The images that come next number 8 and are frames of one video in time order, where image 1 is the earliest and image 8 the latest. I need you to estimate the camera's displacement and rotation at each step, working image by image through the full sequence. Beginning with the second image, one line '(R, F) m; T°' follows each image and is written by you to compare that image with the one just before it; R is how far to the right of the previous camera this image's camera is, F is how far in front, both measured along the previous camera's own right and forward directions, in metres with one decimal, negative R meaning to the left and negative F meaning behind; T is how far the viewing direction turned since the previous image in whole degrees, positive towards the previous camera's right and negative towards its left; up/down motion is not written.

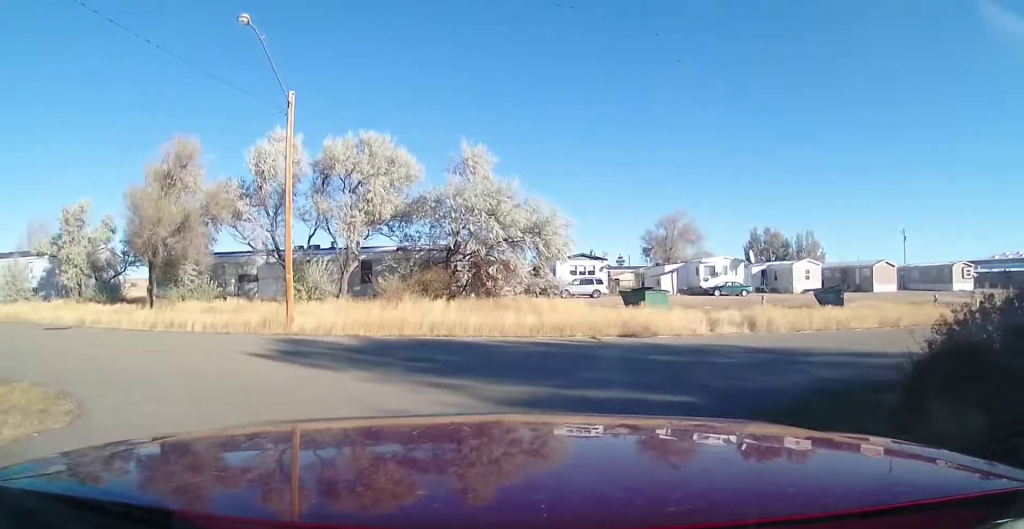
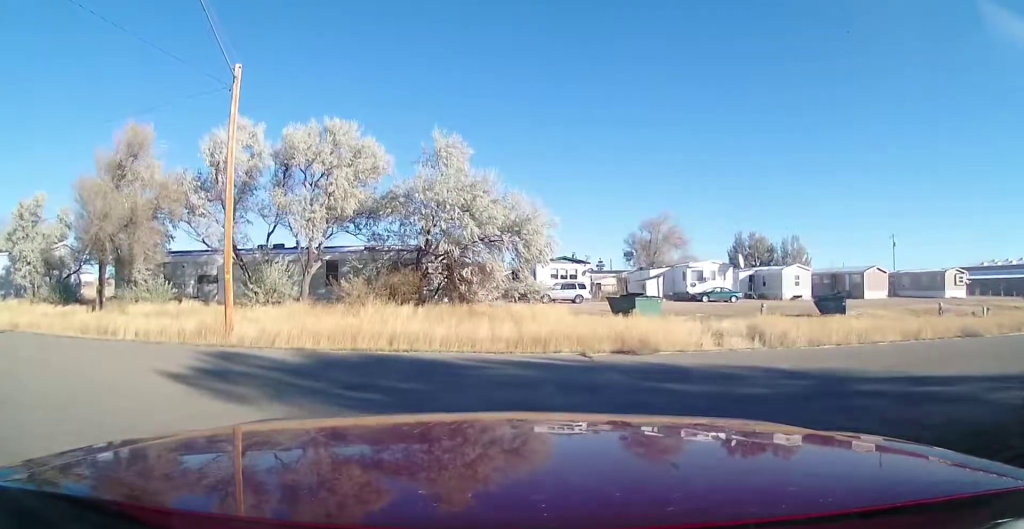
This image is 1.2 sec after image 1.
(0.0, +4.9) m; +2°
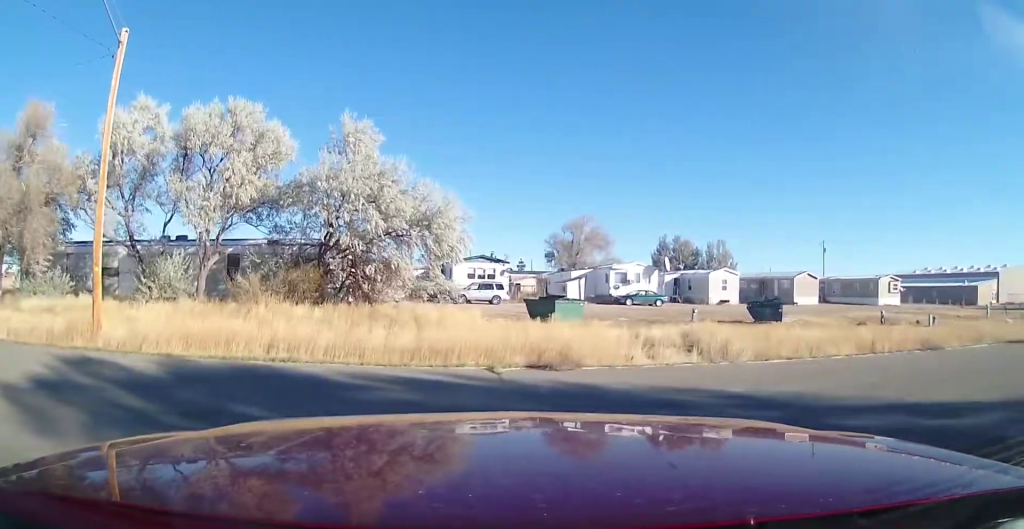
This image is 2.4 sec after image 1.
(+0.1, +3.2) m; +4°
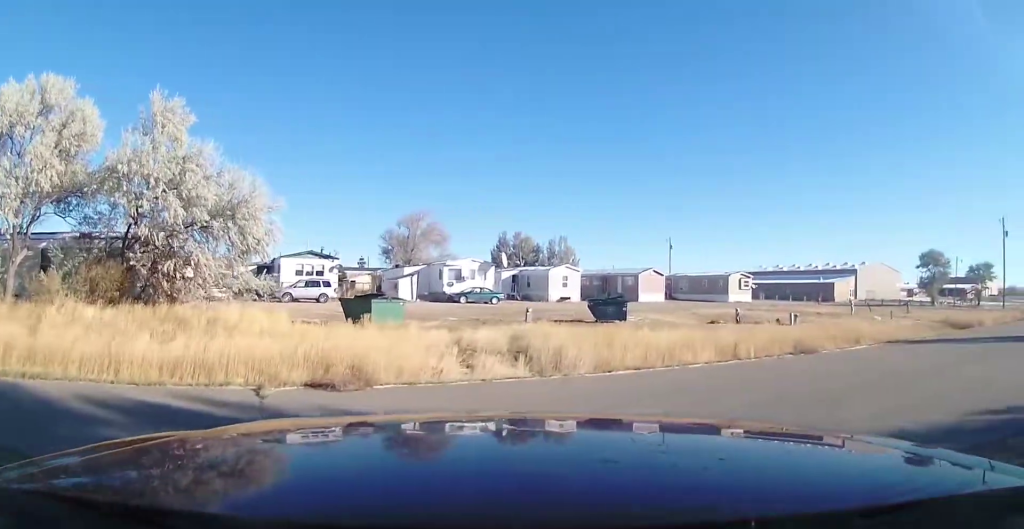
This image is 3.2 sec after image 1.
(+0.1, +1.8) m; +19°
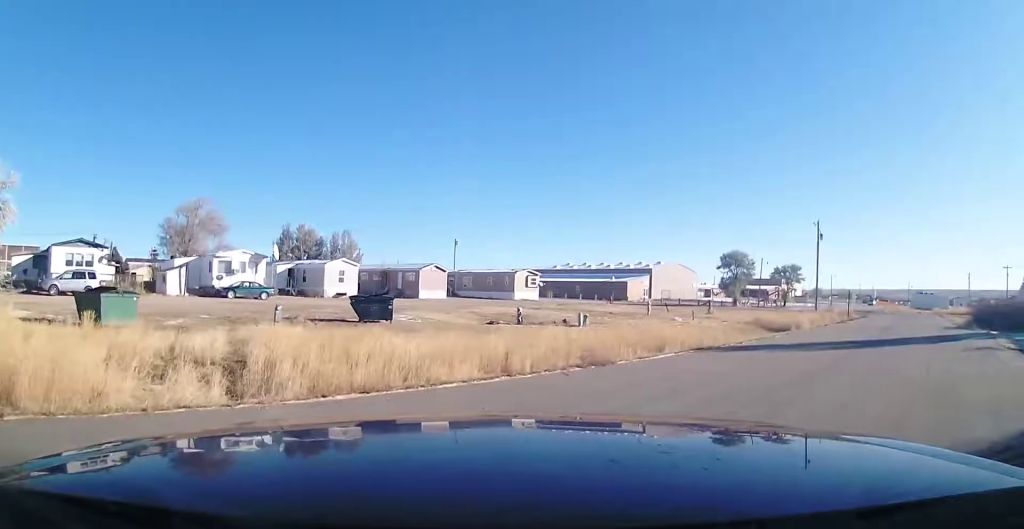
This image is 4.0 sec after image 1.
(+0.3, +1.6) m; +17°
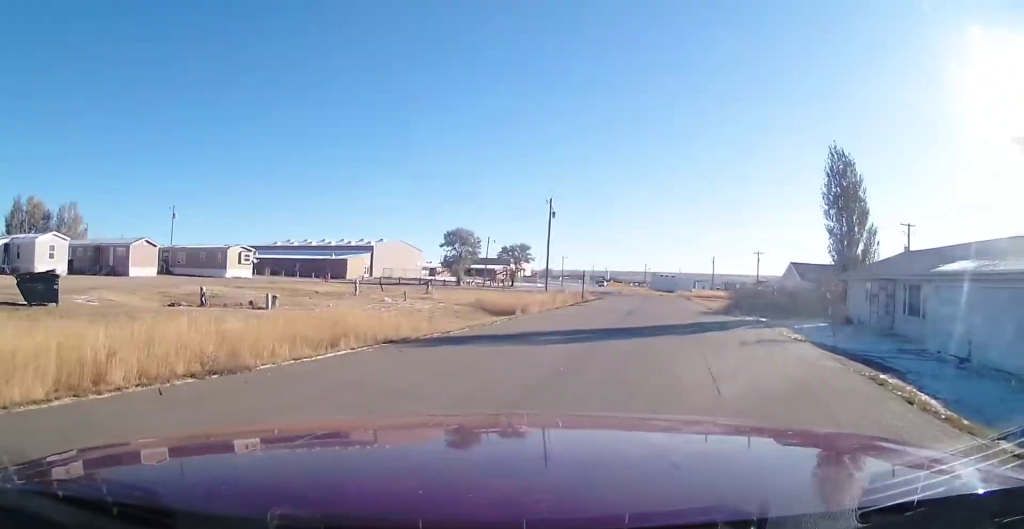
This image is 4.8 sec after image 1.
(+0.5, +2.2) m; +15°
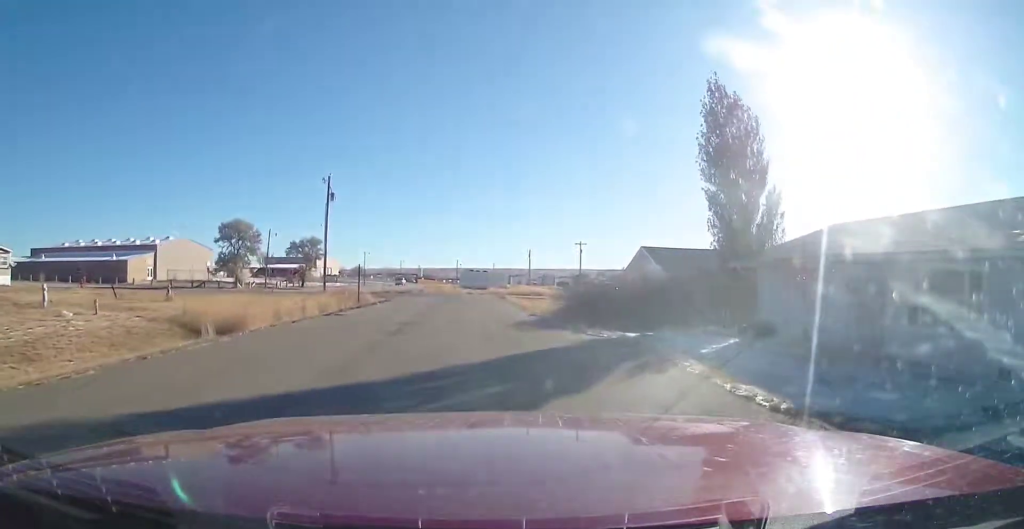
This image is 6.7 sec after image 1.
(+2.2, +8.4) m; +29°
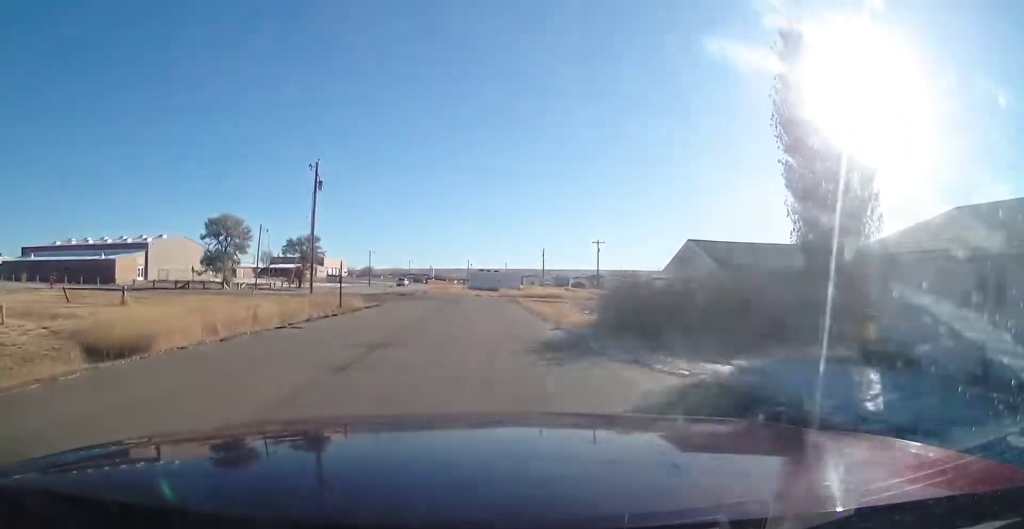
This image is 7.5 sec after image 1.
(+0.5, +5.8) m; +1°
